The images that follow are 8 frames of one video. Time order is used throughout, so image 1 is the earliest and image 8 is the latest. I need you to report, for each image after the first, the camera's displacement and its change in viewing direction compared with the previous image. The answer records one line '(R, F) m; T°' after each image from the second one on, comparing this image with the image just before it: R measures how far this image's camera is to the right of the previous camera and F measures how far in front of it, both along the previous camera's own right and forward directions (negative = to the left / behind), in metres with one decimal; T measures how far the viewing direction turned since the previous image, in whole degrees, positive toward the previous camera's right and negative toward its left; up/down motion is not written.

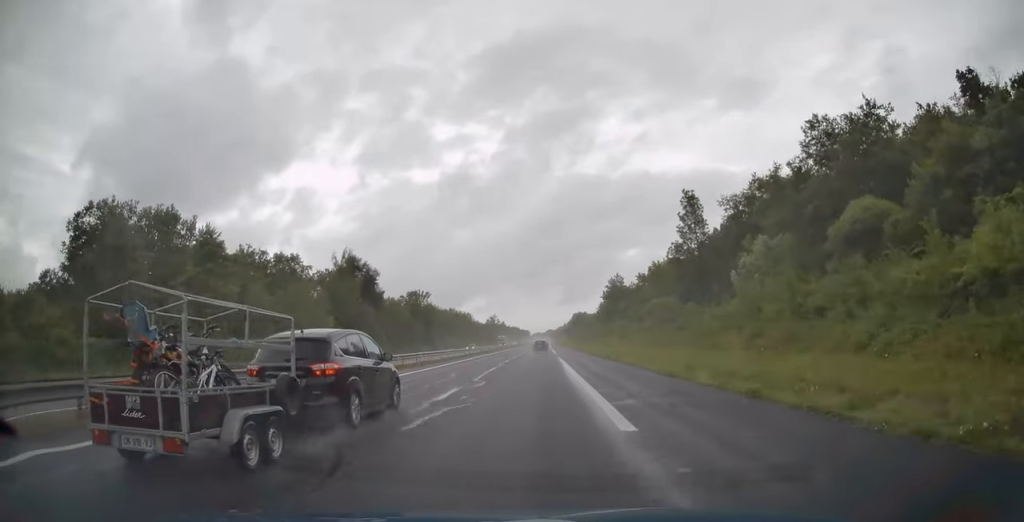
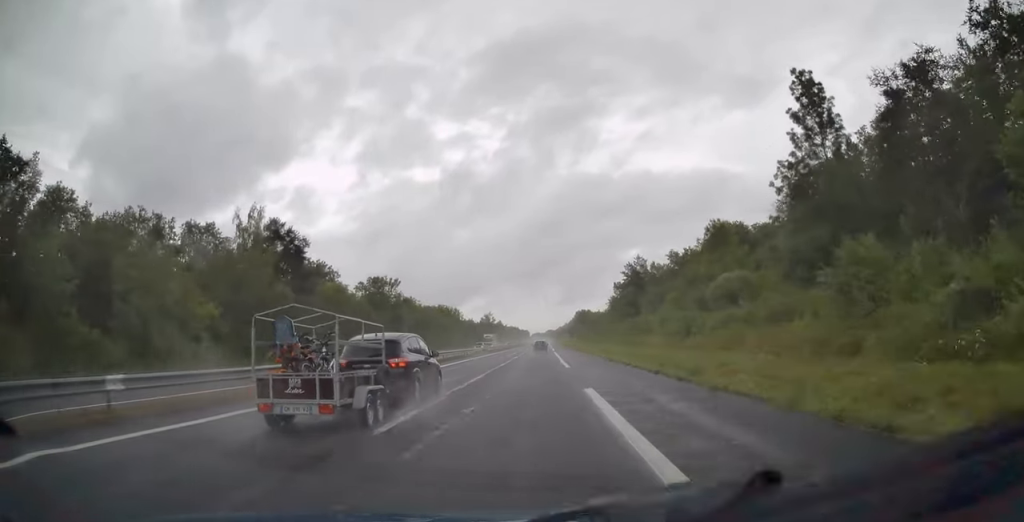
(-0.1, +31.4) m; 0°
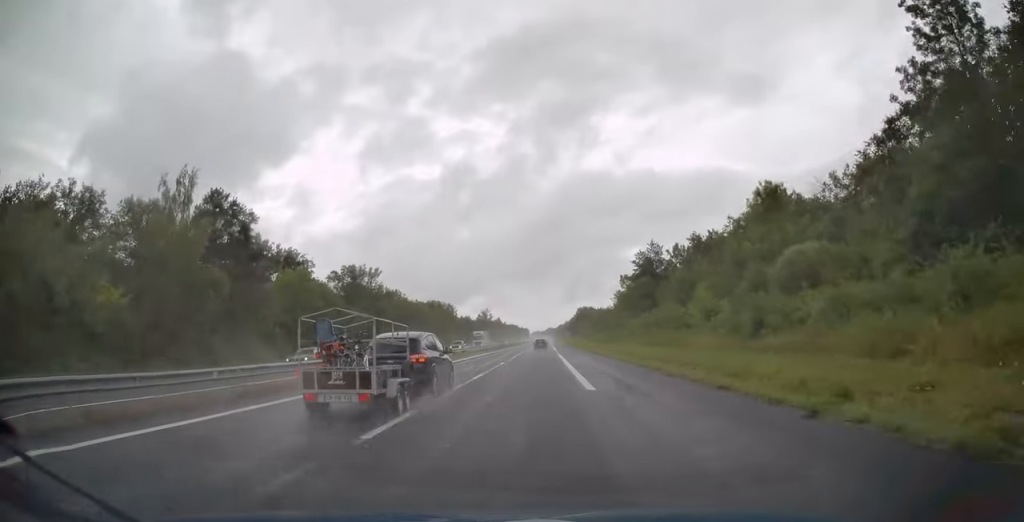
(0.0, +14.0) m; 0°
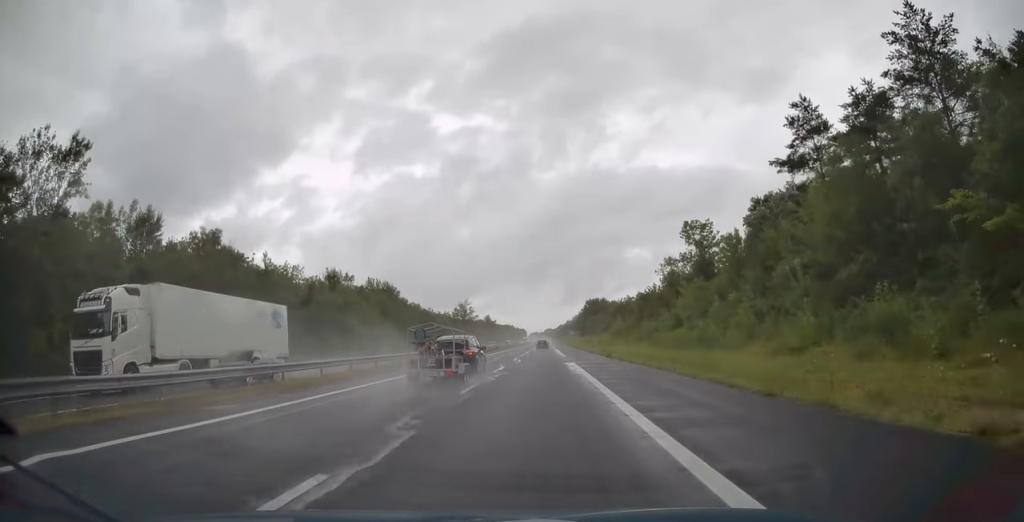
(0.0, +71.6) m; 0°
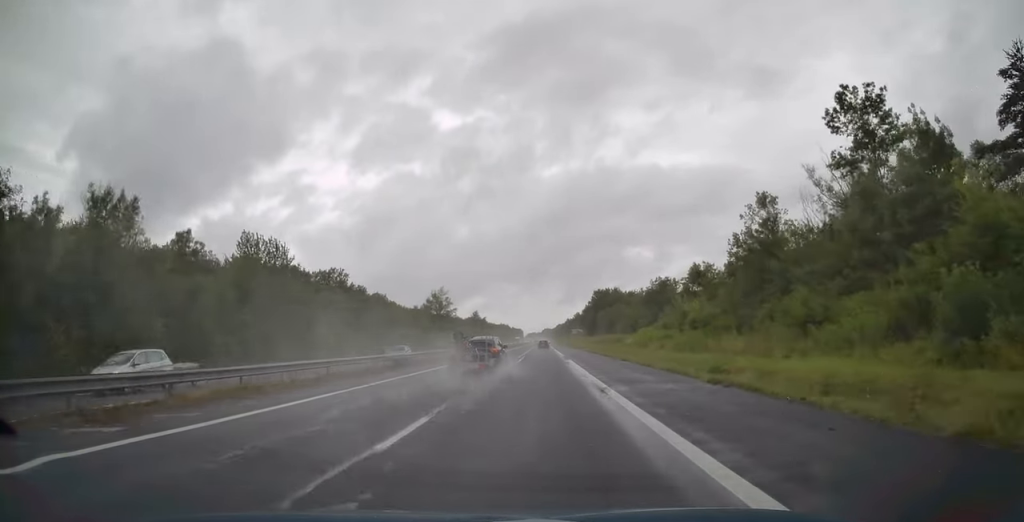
(+0.2, +47.2) m; 0°
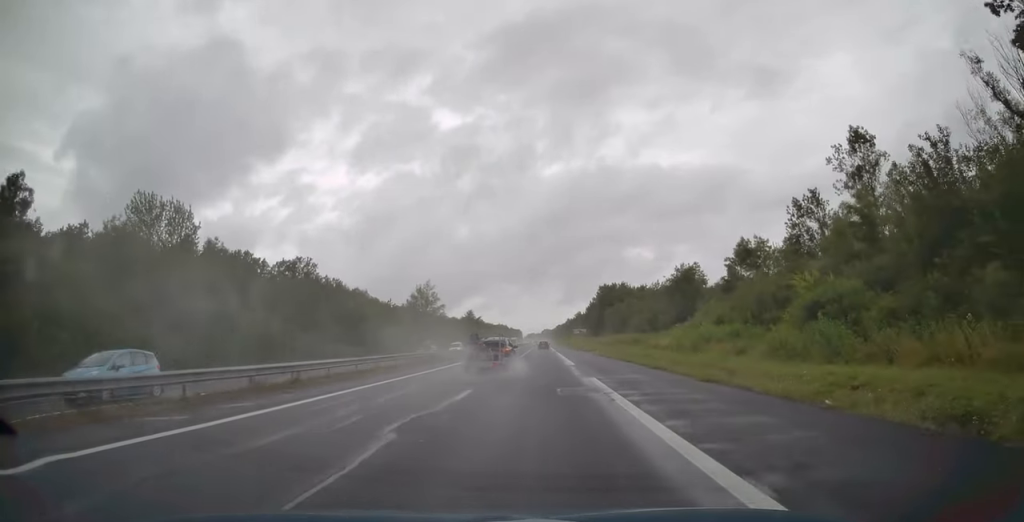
(0.0, +19.4) m; 0°
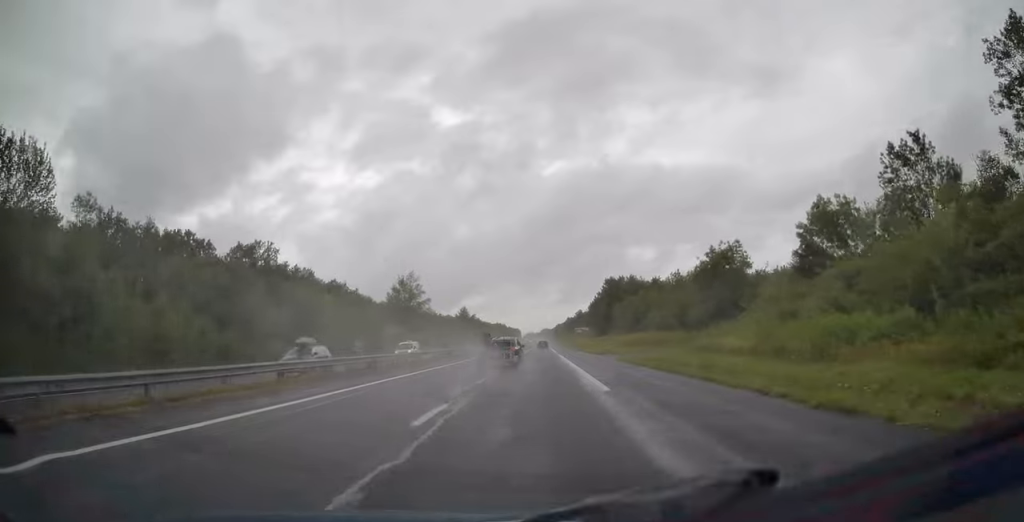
(0.0, +17.7) m; 0°
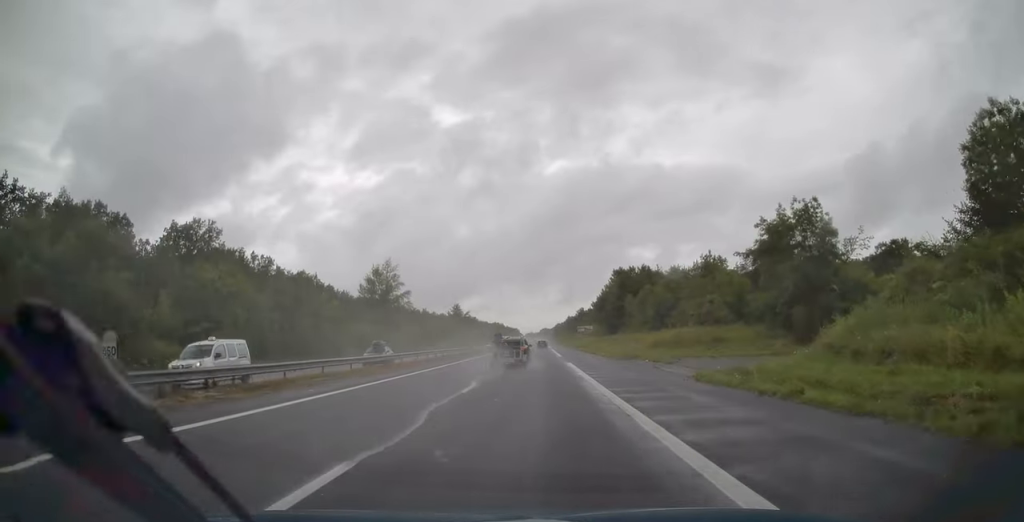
(0.0, +19.3) m; 0°
